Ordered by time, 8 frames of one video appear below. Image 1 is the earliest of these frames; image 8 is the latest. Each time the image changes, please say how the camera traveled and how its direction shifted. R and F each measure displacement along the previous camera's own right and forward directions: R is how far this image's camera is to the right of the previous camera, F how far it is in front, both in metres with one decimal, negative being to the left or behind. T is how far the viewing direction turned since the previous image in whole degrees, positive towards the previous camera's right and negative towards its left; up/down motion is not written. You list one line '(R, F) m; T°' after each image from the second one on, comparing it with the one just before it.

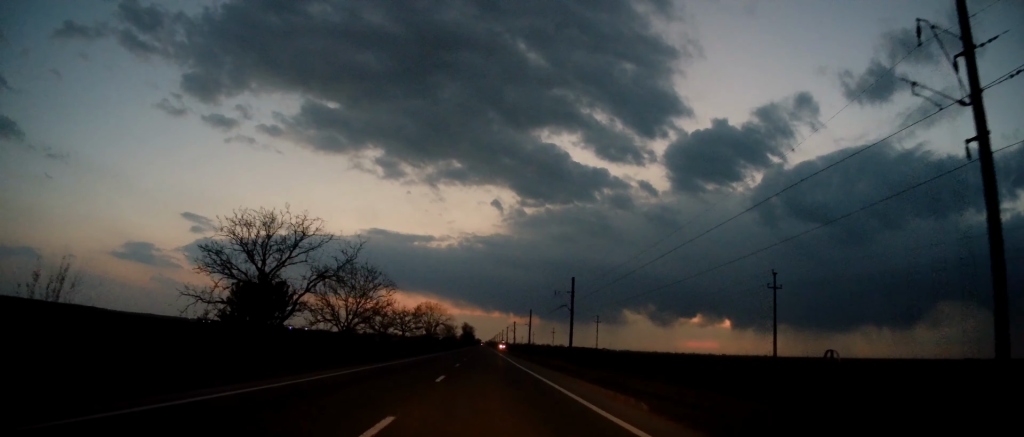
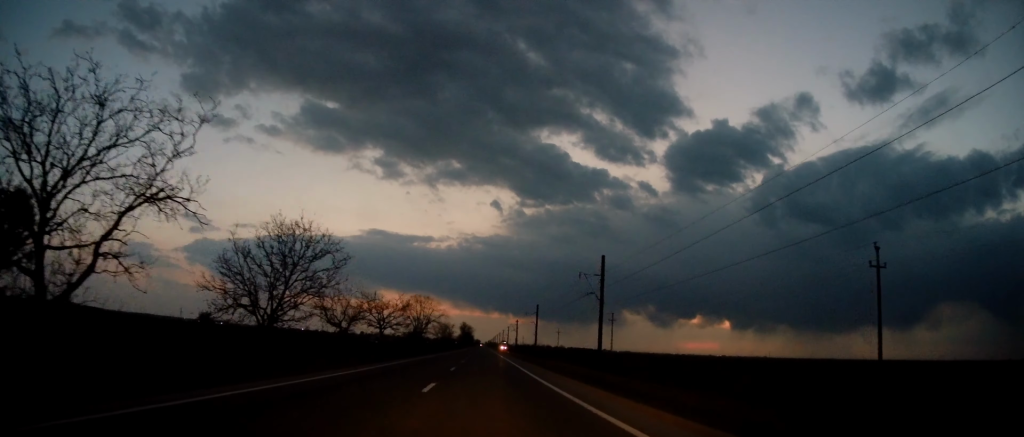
(0.0, +15.2) m; 0°
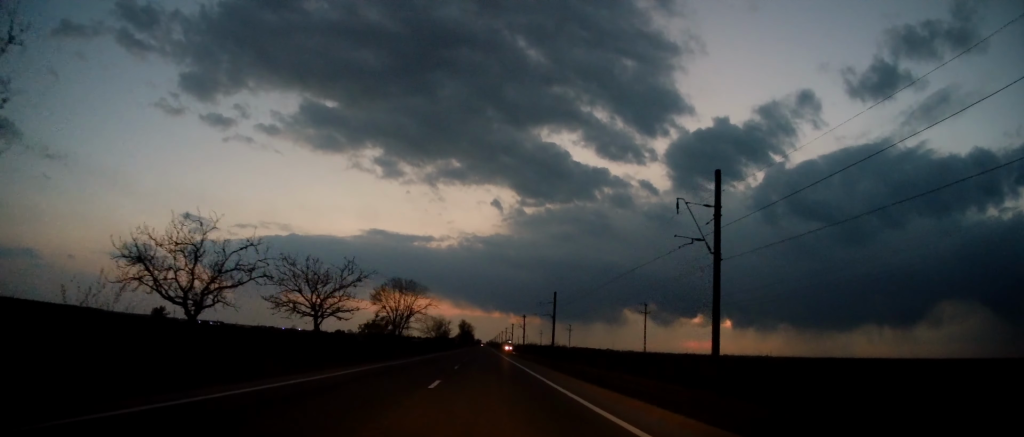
(0.0, +22.4) m; 0°
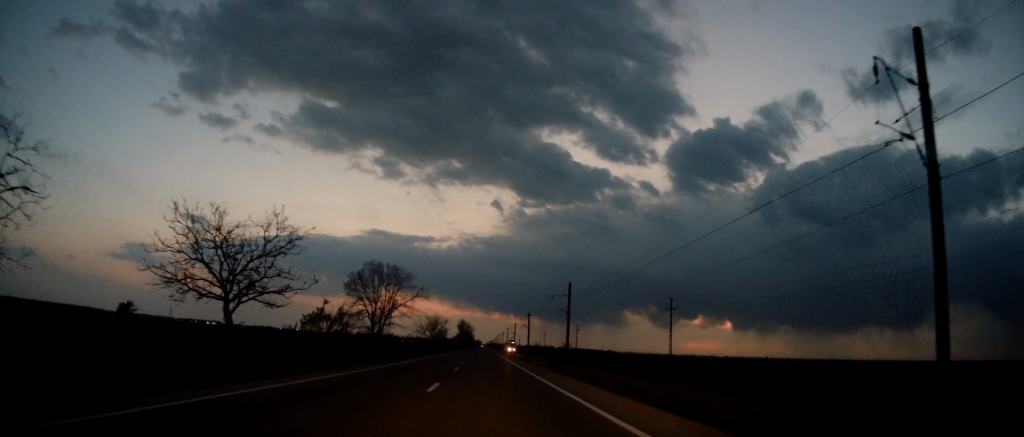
(0.0, +12.6) m; 0°
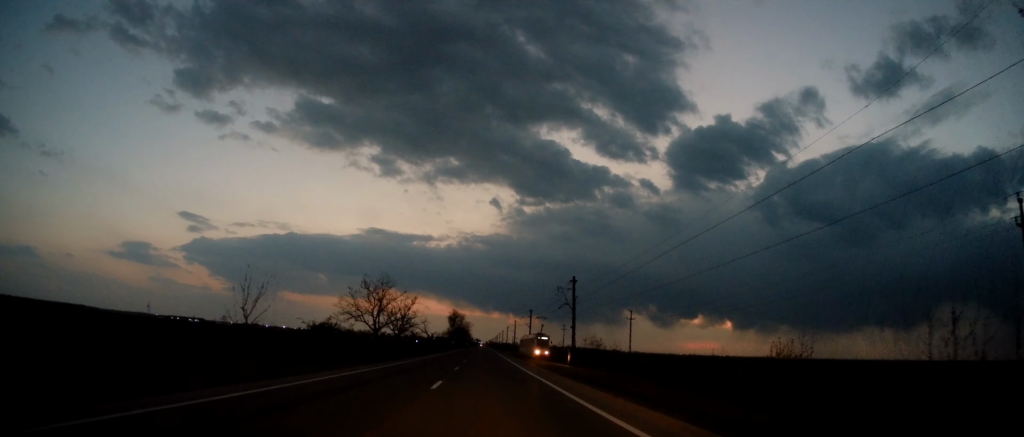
(0.0, +57.6) m; 0°
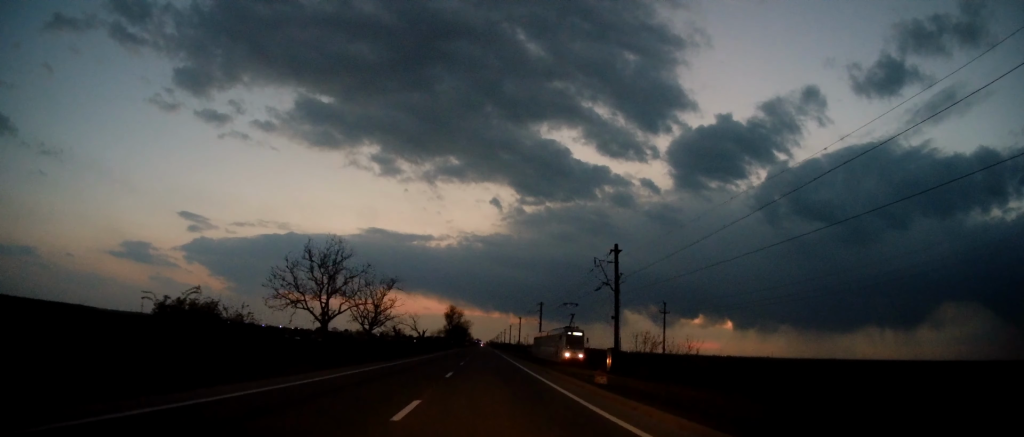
(0.0, +18.0) m; 0°
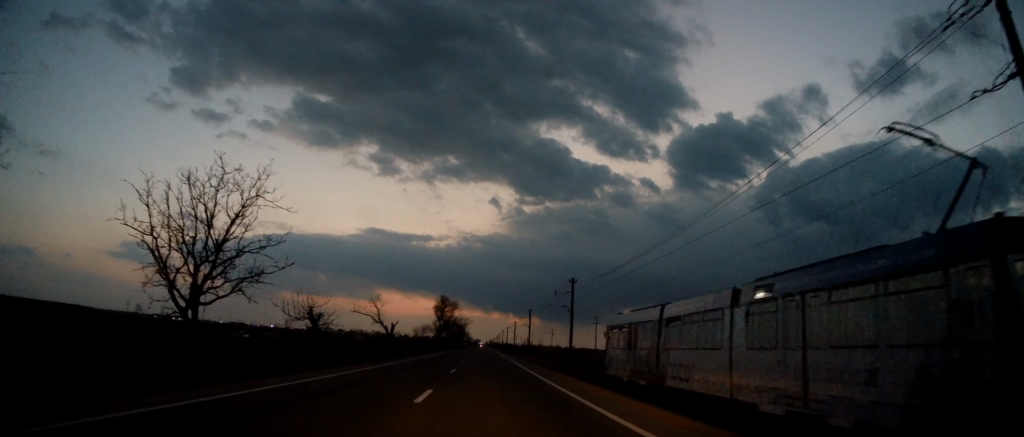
(0.0, +32.4) m; 0°
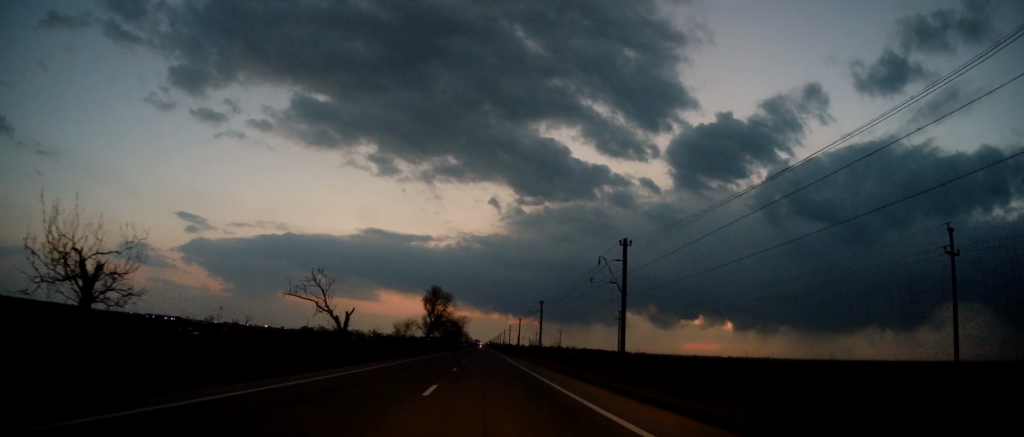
(0.0, +21.6) m; 0°
